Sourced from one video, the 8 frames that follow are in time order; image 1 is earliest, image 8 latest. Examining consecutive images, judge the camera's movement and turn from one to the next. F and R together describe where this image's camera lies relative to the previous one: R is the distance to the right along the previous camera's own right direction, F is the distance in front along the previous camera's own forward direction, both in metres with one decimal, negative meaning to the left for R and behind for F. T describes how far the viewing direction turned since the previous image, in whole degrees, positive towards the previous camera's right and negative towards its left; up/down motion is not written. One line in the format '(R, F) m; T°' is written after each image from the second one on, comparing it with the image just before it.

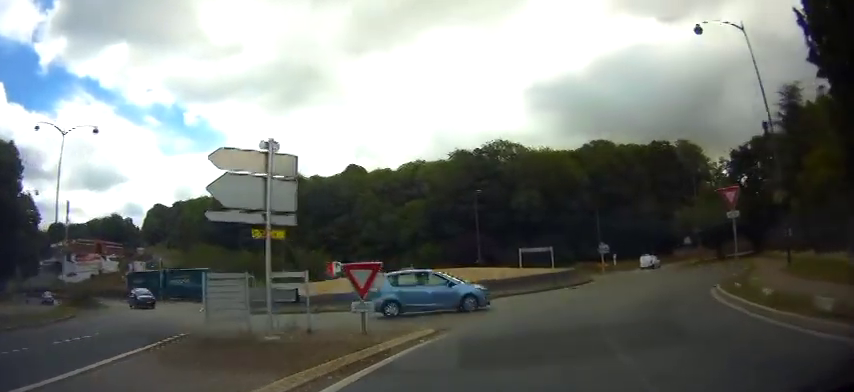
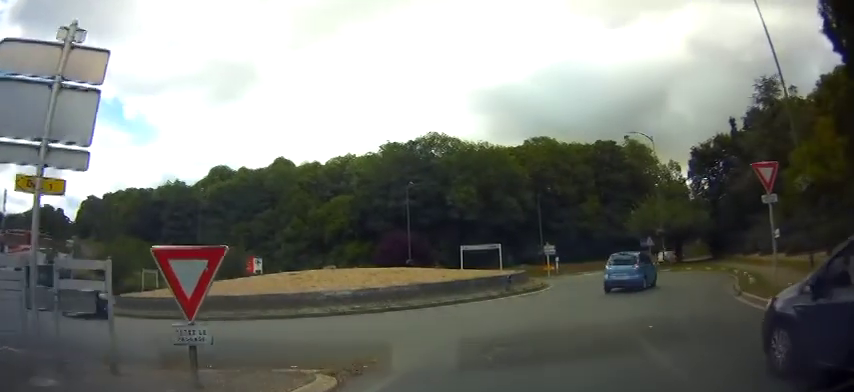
(+1.0, +4.9) m; +21°
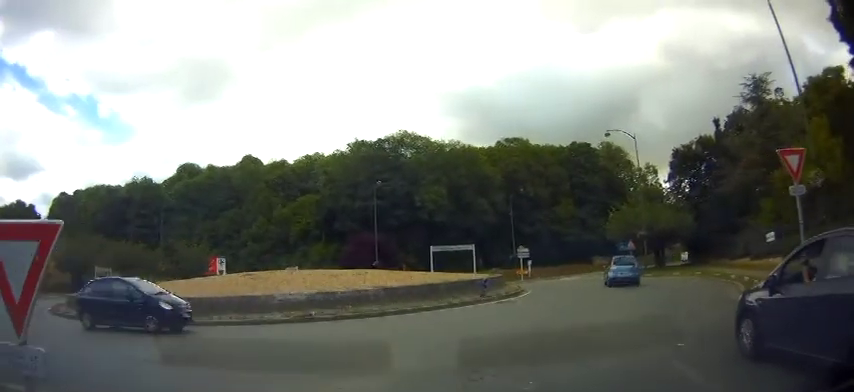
(+0.1, +3.6) m; +2°
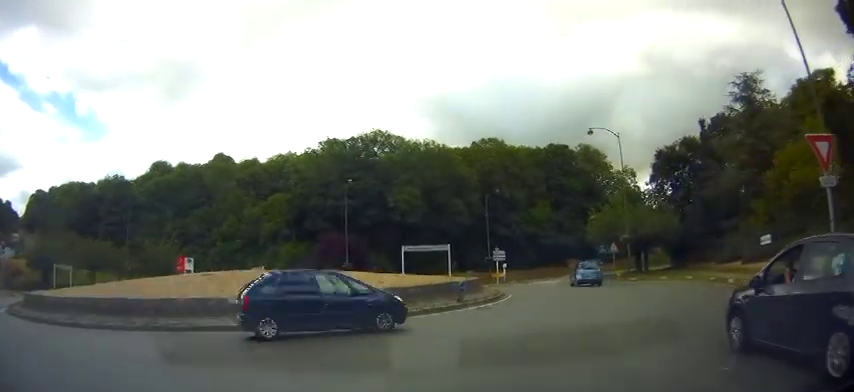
(0.0, +3.1) m; +2°
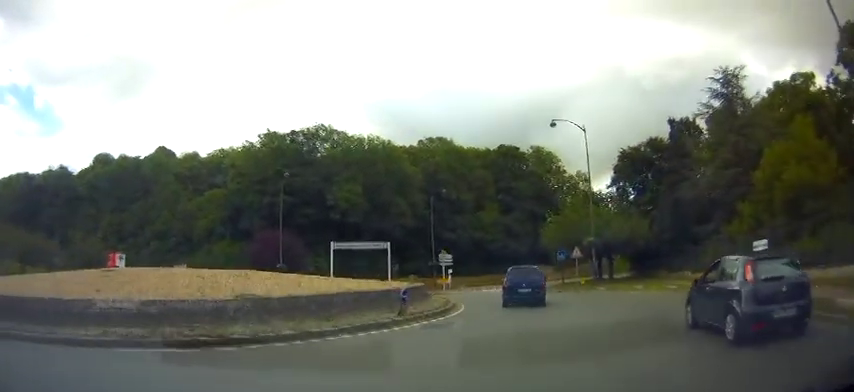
(+0.5, +3.6) m; +12°
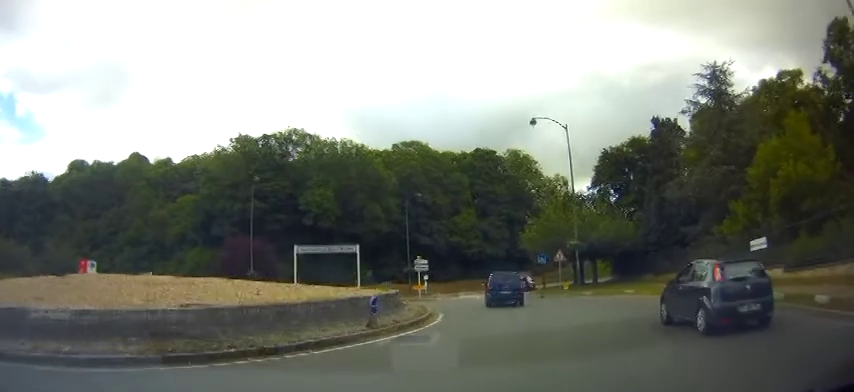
(0.0, +1.6) m; +1°
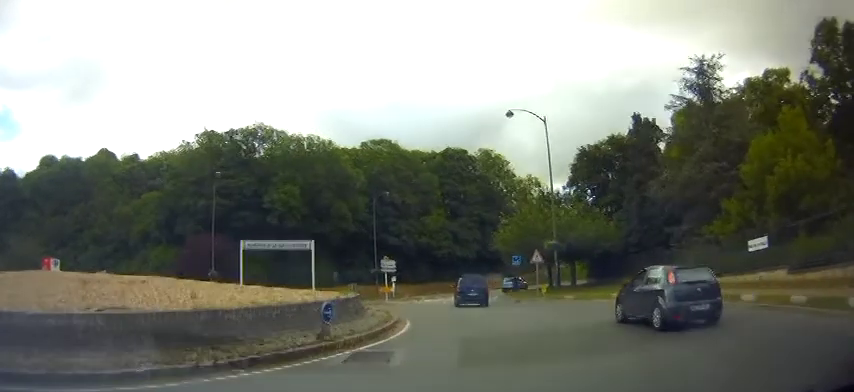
(0.0, +2.3) m; +2°
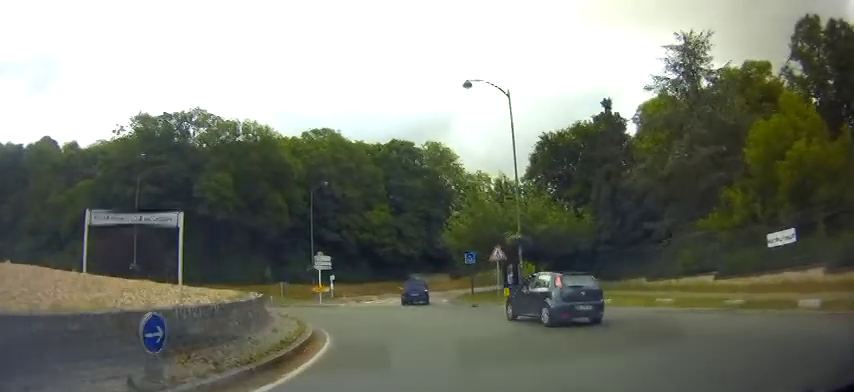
(+0.2, +5.3) m; +2°
